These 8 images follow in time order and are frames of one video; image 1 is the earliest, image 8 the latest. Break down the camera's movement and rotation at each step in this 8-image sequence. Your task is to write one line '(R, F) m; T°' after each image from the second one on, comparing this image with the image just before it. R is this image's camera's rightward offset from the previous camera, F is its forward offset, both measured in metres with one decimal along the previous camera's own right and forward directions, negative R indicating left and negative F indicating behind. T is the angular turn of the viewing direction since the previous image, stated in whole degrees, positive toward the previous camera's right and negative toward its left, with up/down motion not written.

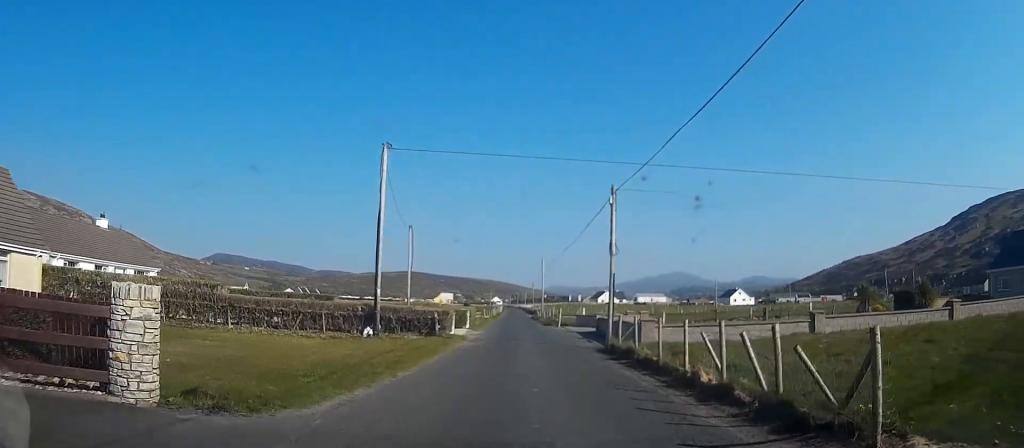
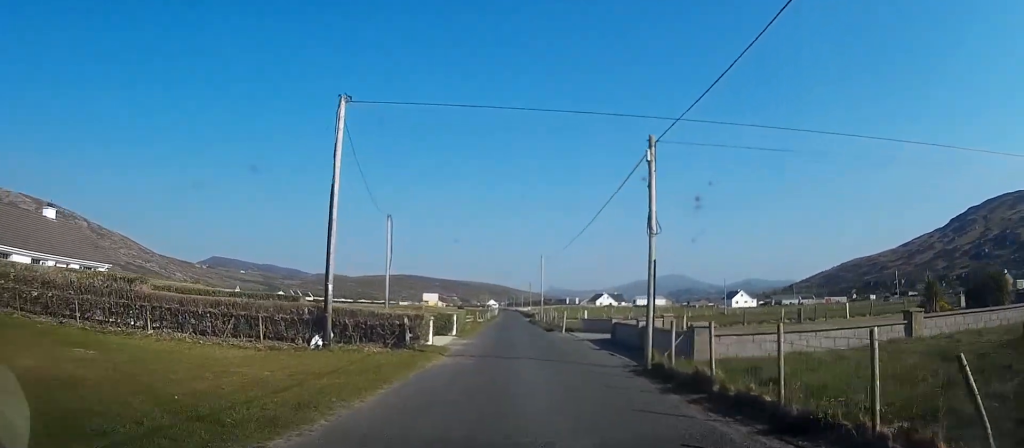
(0.0, +6.4) m; +1°
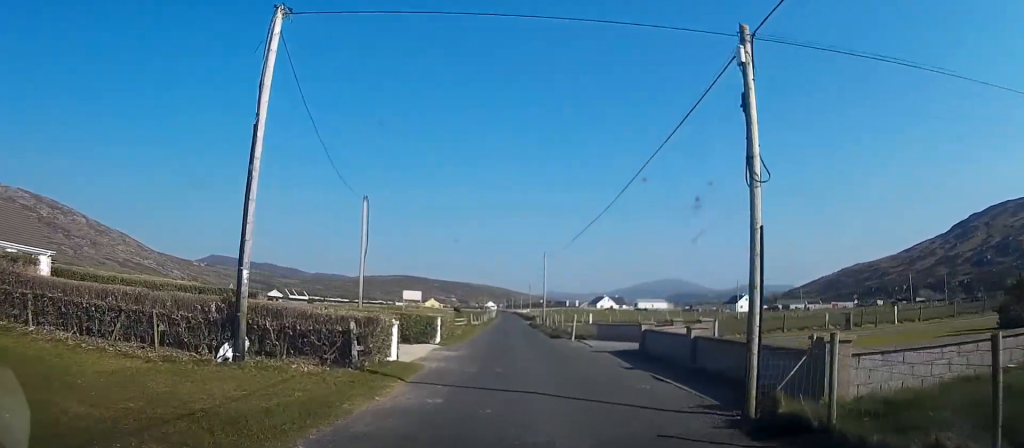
(+0.1, +6.4) m; +2°
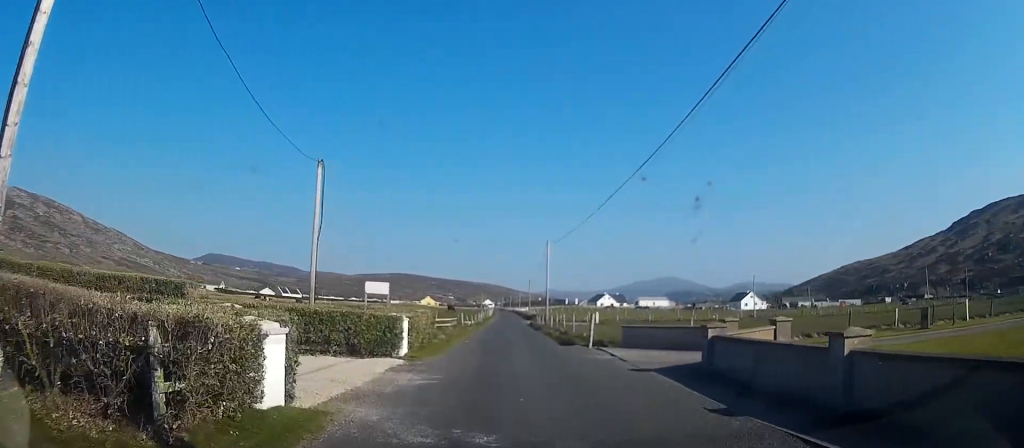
(0.0, +7.6) m; +1°
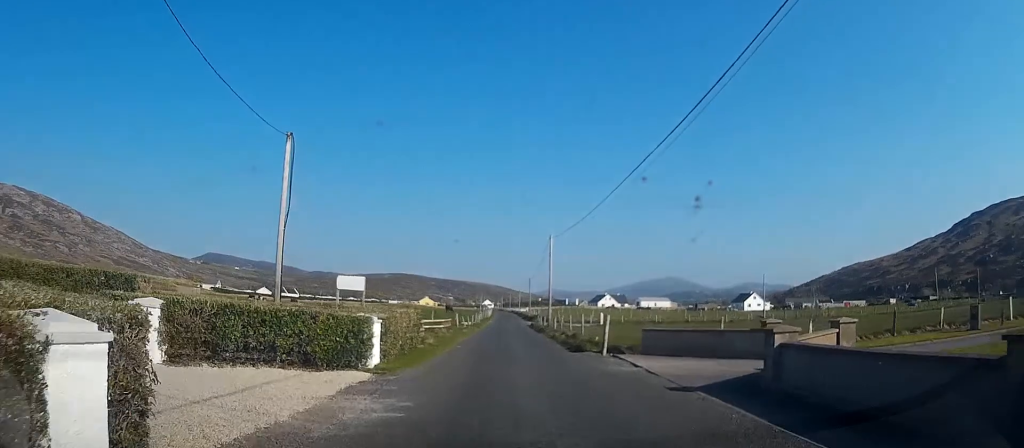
(0.0, +3.8) m; -1°
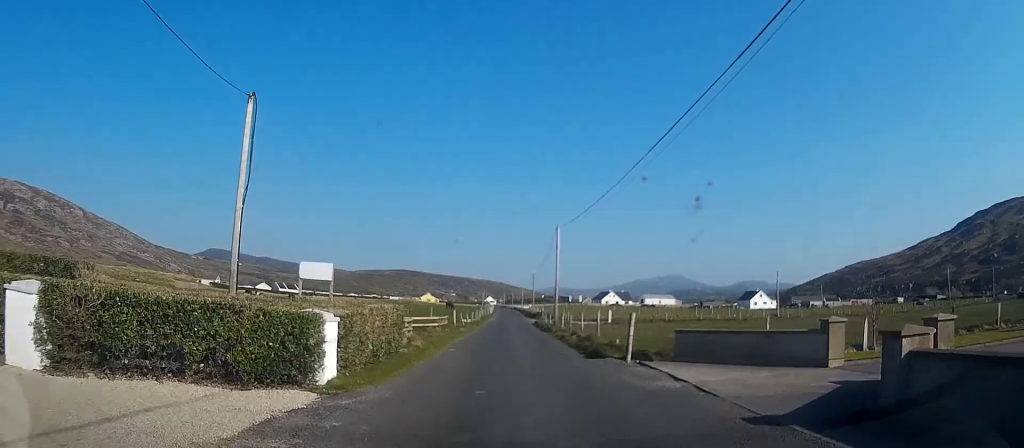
(+0.1, +3.8) m; -1°
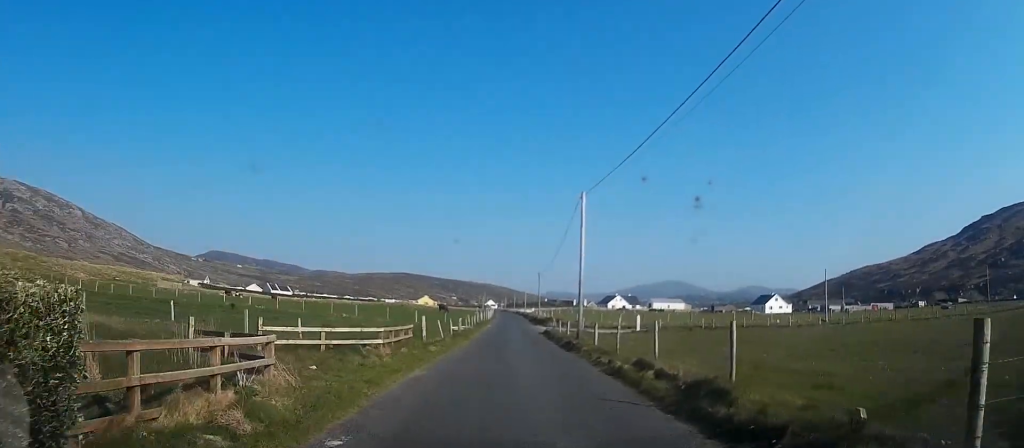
(-0.3, +13.1) m; 0°
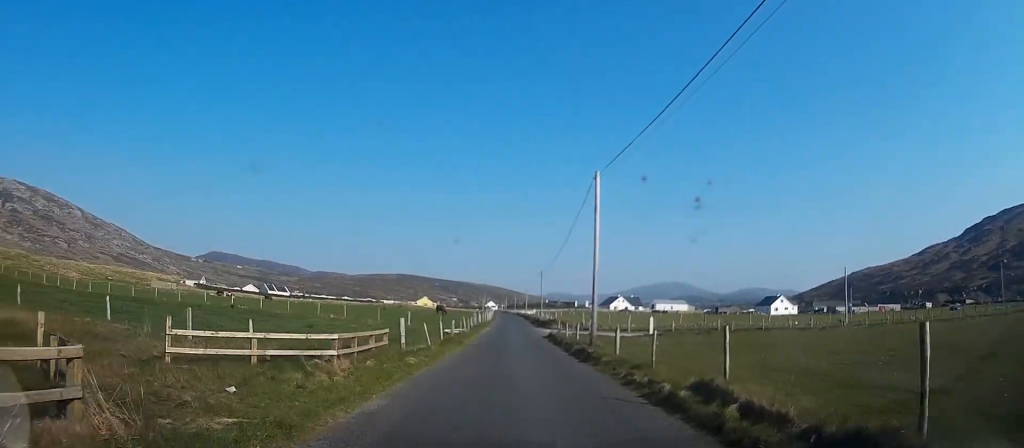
(+0.1, +4.4) m; +1°
